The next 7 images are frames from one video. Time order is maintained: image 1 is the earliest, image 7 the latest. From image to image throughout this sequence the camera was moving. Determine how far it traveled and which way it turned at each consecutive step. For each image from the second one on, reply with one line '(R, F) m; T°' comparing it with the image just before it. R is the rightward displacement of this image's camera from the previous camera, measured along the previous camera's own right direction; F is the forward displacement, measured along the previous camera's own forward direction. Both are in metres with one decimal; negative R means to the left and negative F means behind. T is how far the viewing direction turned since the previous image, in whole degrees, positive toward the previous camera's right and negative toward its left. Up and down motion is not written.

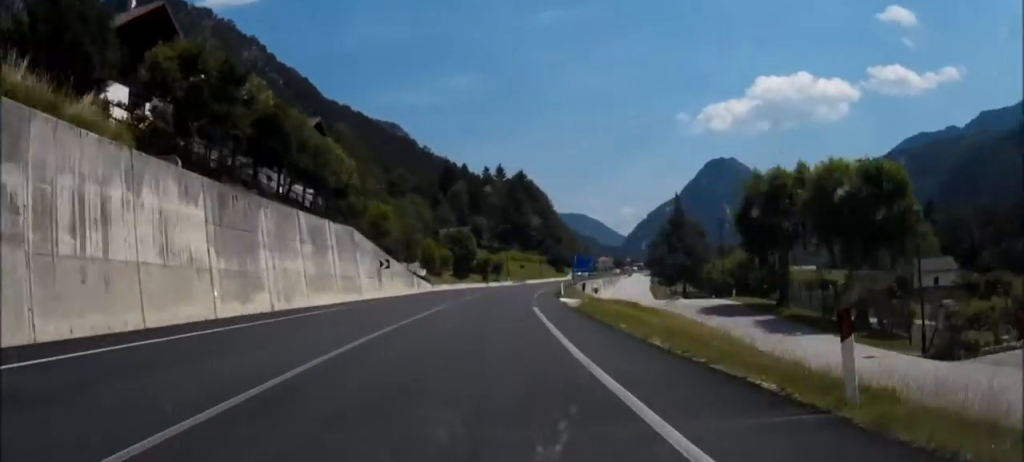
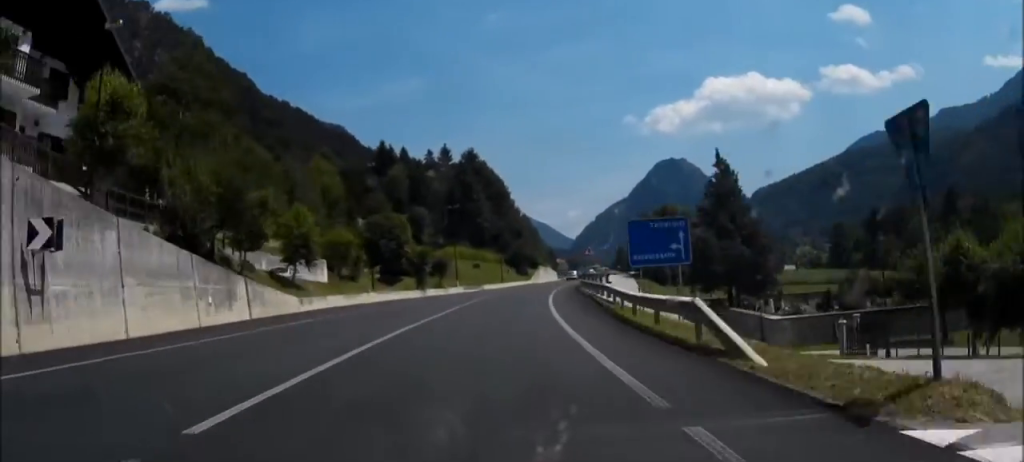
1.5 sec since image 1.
(+1.2, +36.8) m; +5°
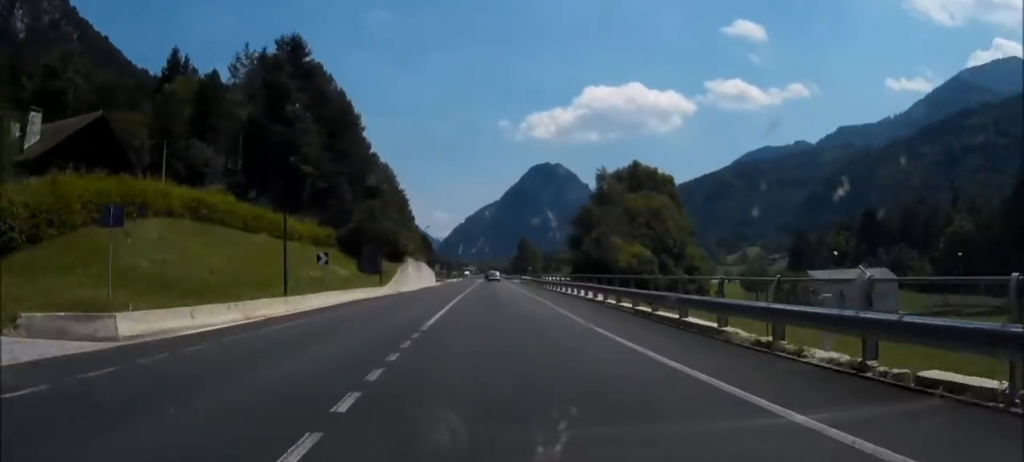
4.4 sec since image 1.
(+6.7, +72.4) m; +9°
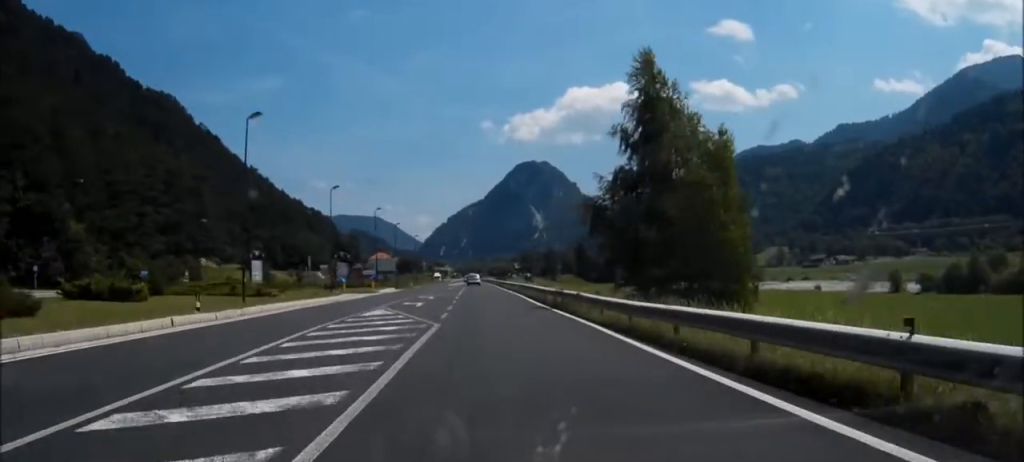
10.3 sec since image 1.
(+4.0, +142.2) m; +1°
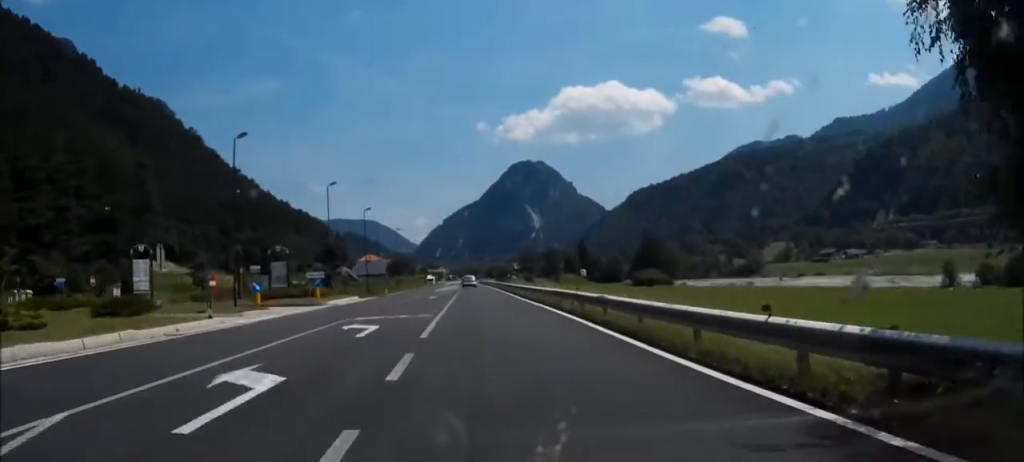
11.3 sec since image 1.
(-0.1, +24.0) m; 0°
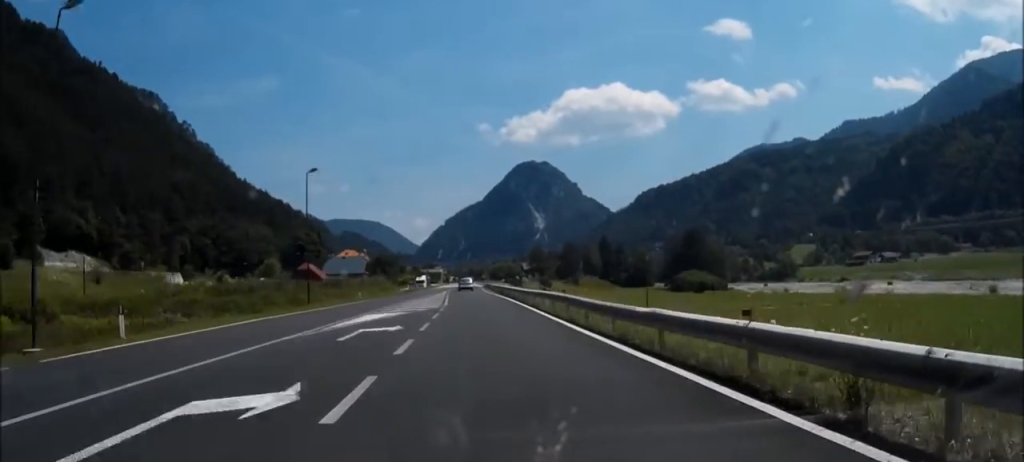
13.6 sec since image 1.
(+0.1, +55.7) m; 0°
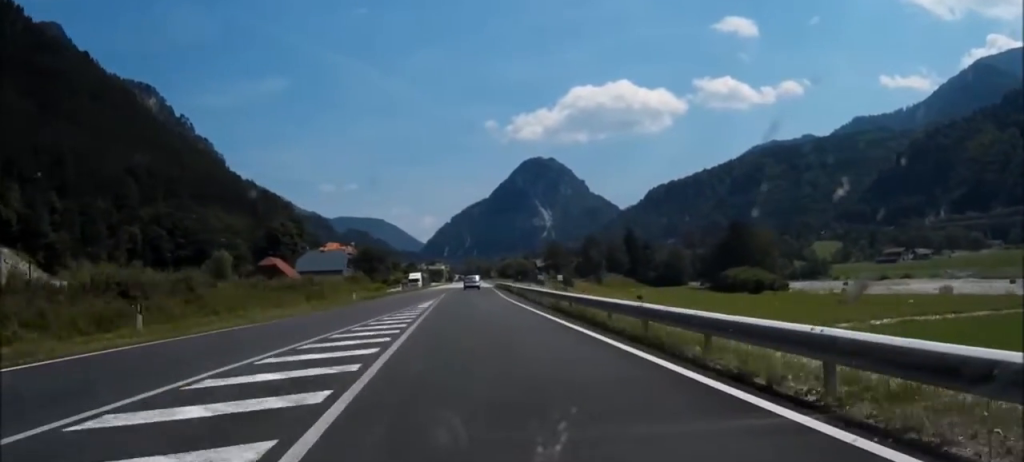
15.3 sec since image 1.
(-0.2, +39.1) m; 0°
